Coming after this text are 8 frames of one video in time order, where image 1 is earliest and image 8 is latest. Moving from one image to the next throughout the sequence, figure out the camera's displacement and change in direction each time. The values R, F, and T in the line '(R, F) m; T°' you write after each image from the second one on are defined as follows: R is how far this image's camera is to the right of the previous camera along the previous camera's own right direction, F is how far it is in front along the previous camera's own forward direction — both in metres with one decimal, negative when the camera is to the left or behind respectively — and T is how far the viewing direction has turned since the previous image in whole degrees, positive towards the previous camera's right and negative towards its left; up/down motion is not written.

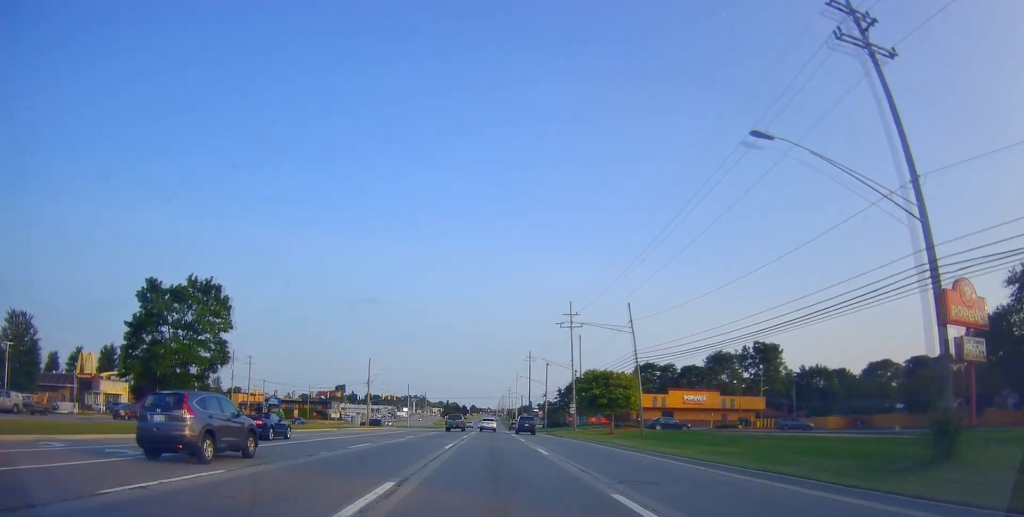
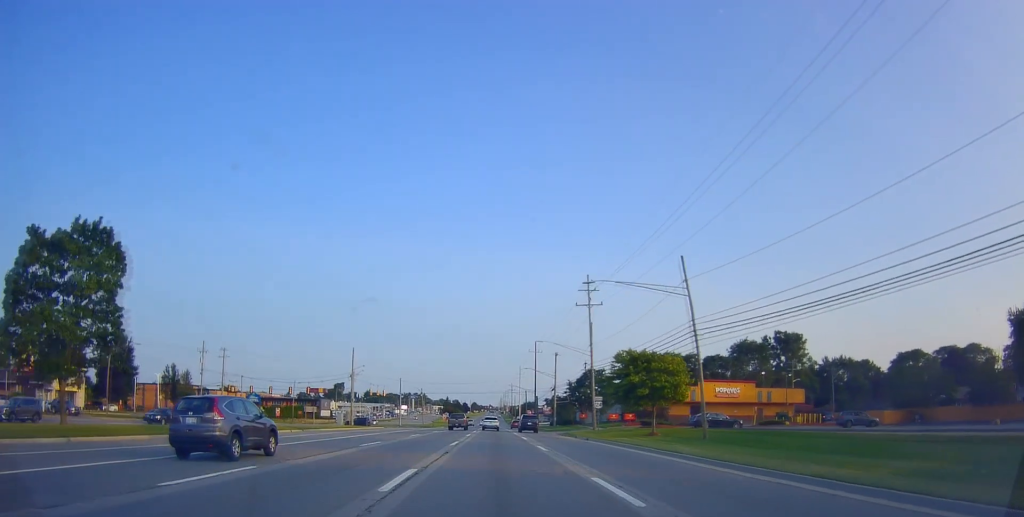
(0.0, +13.7) m; 0°
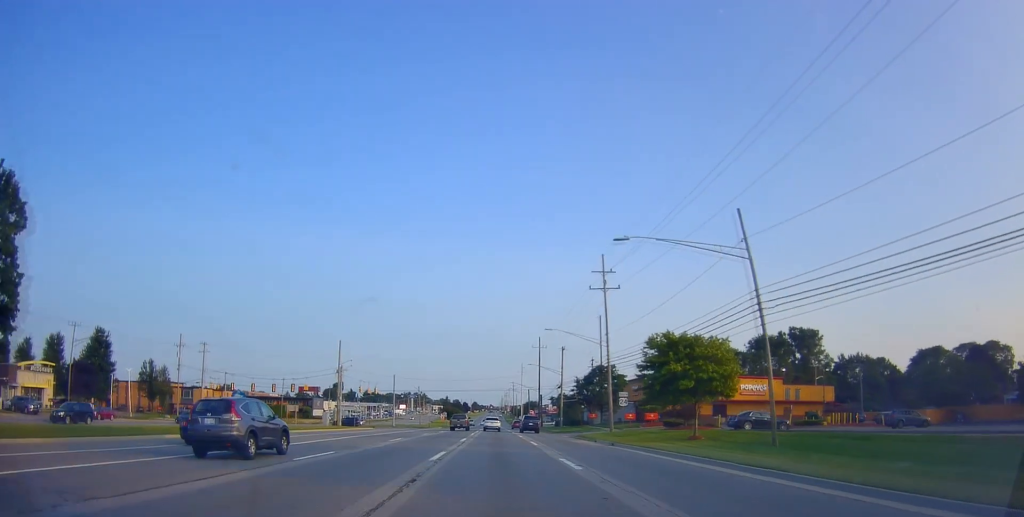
(-0.2, +8.6) m; 0°
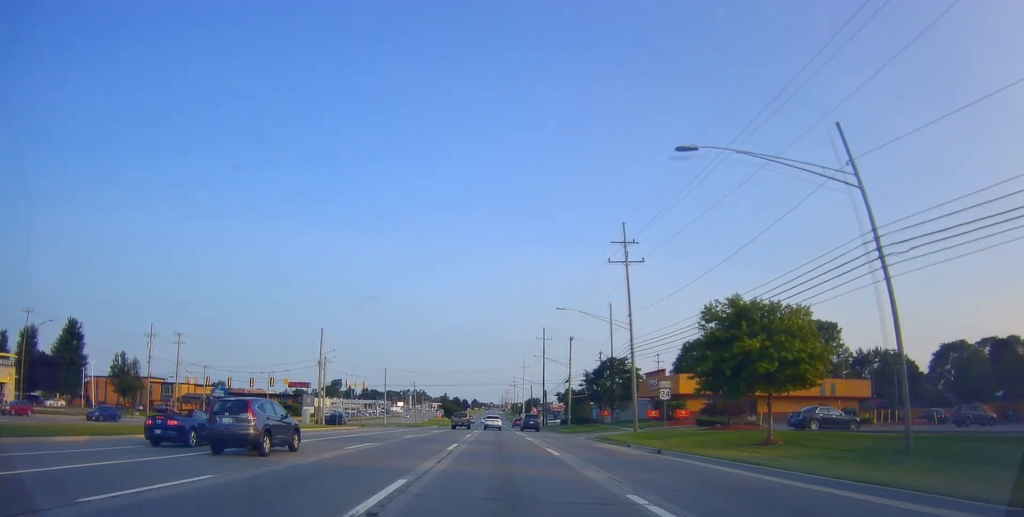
(0.0, +9.4) m; 0°
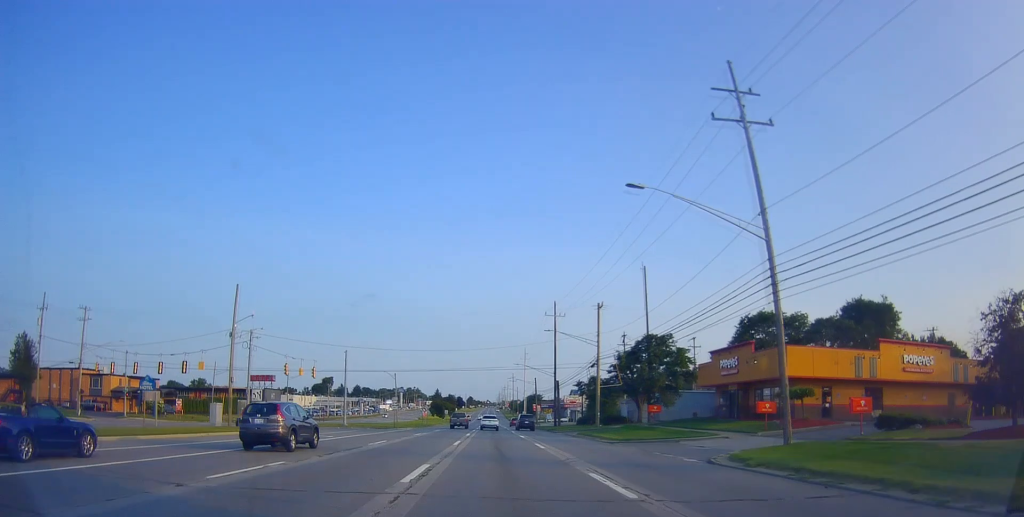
(+0.4, +25.4) m; 0°
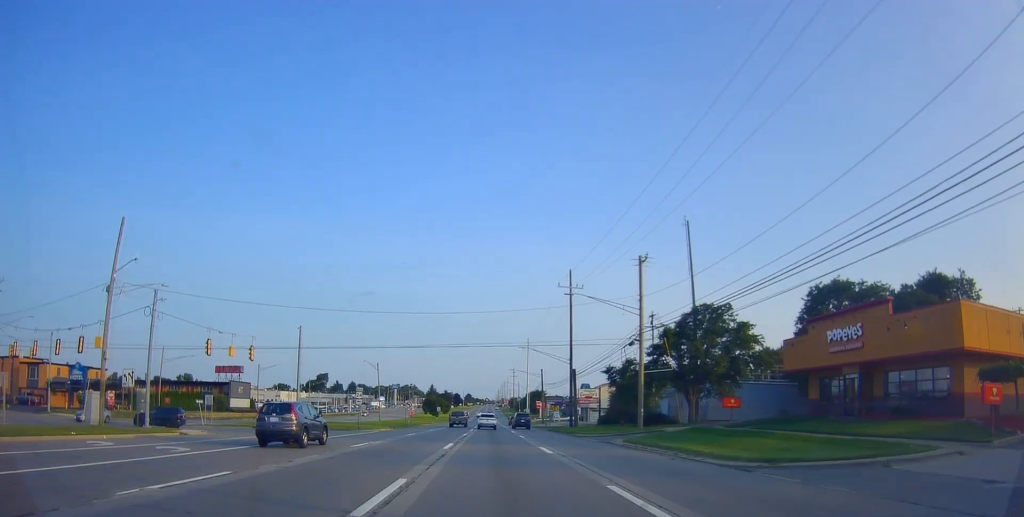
(-0.1, +18.3) m; -1°
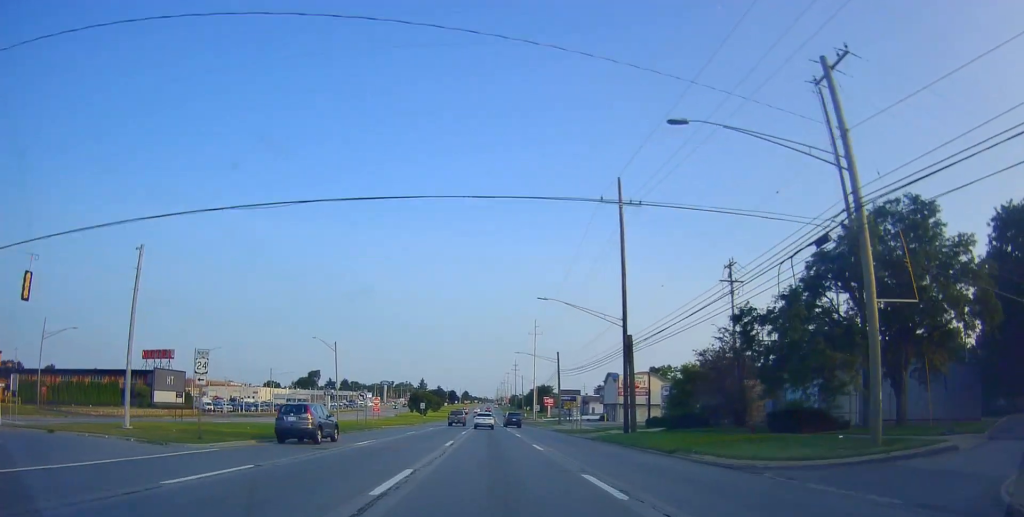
(-0.3, +28.7) m; +1°
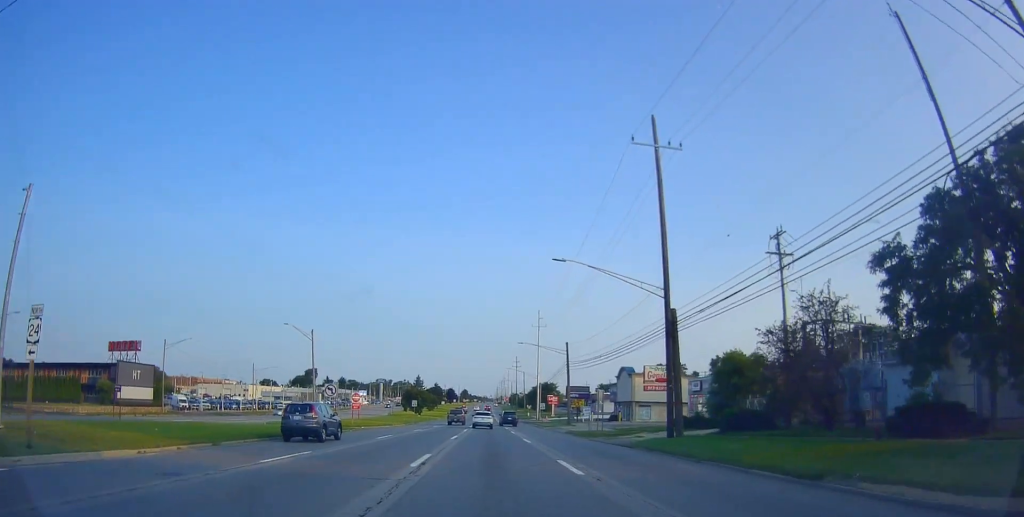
(+0.2, +10.3) m; +1°
